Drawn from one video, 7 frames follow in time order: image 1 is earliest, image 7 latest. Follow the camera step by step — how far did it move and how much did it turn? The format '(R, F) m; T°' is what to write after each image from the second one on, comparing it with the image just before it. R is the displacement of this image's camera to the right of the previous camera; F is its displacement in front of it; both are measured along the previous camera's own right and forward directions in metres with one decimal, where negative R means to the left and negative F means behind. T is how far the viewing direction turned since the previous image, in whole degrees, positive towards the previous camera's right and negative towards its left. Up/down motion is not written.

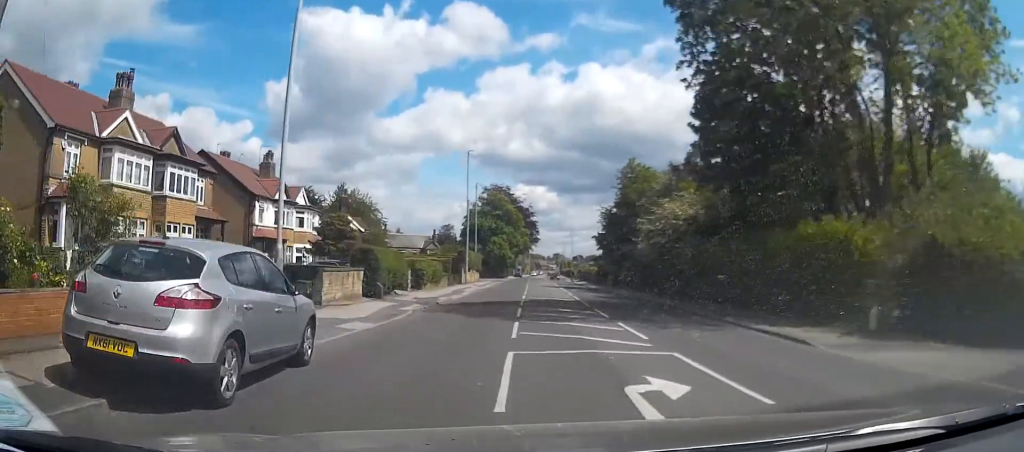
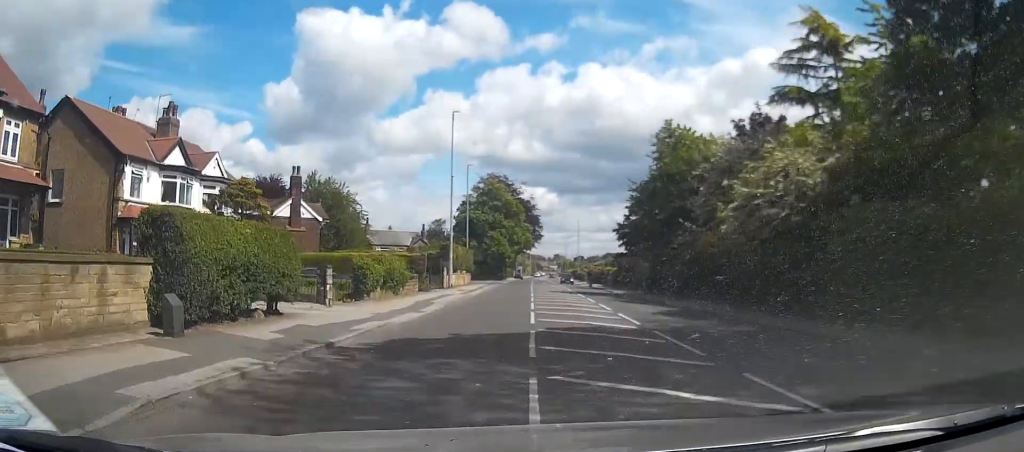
(0.0, +15.3) m; 0°
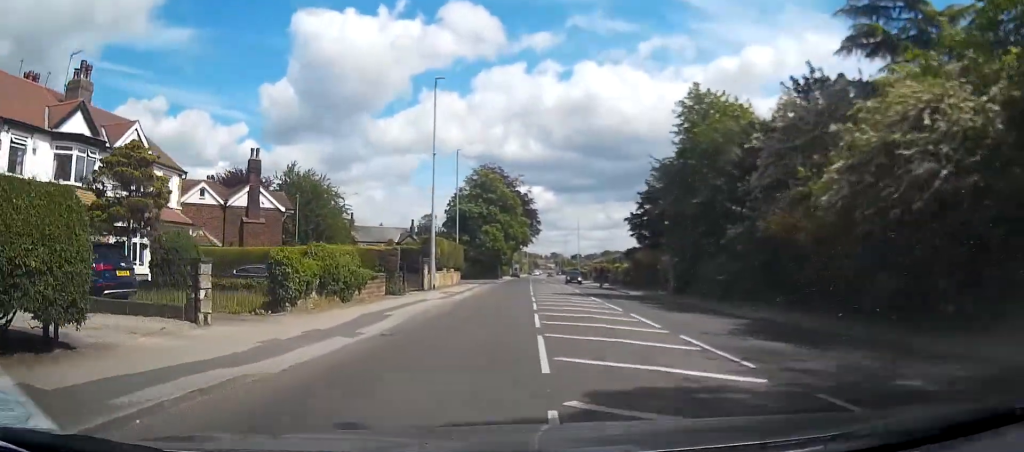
(+0.1, +8.1) m; +1°
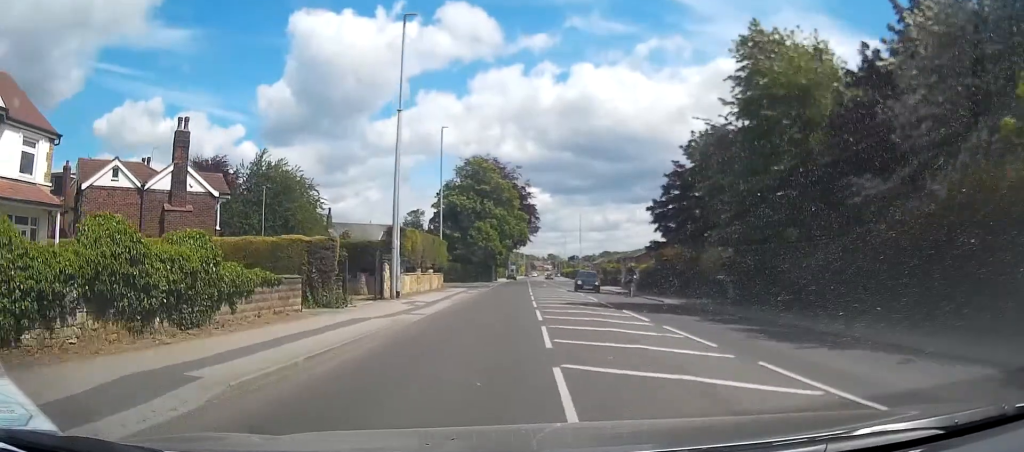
(+0.2, +10.2) m; +1°
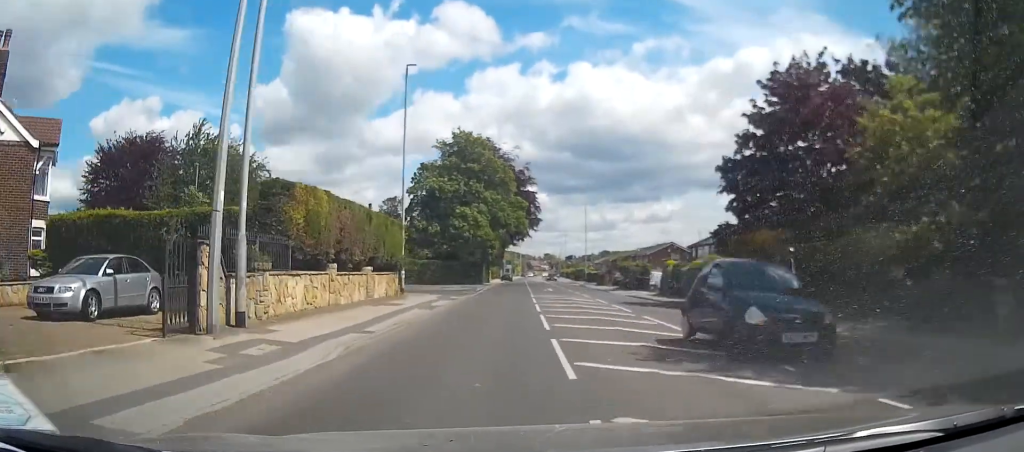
(-0.1, +15.3) m; 0°
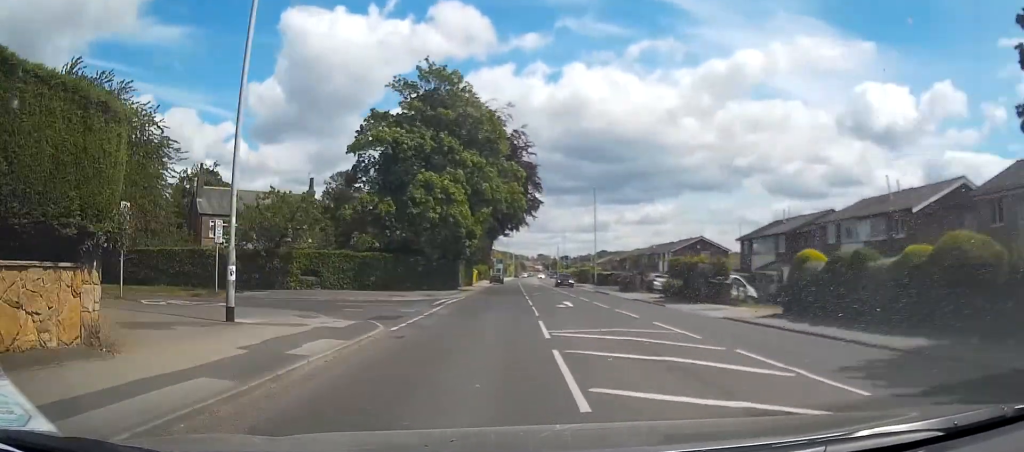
(-0.4, +20.6) m; -2°
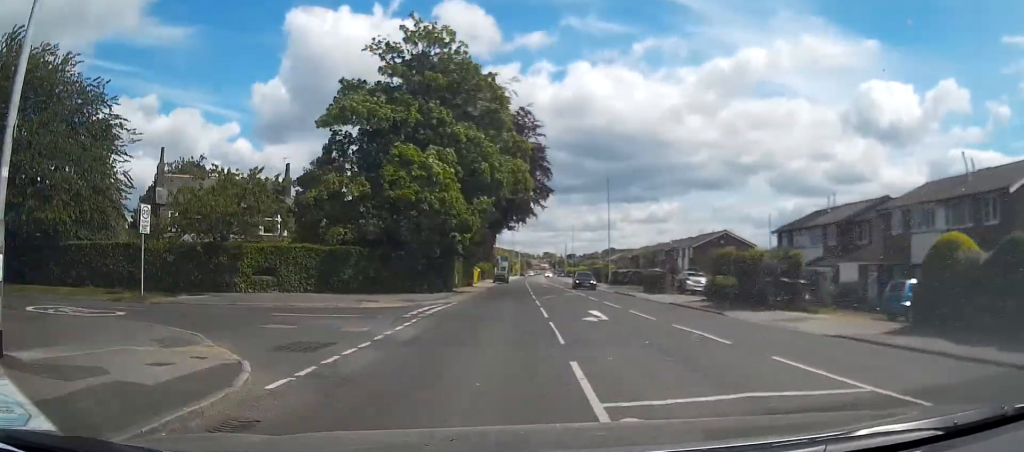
(-0.2, +7.6) m; 0°
